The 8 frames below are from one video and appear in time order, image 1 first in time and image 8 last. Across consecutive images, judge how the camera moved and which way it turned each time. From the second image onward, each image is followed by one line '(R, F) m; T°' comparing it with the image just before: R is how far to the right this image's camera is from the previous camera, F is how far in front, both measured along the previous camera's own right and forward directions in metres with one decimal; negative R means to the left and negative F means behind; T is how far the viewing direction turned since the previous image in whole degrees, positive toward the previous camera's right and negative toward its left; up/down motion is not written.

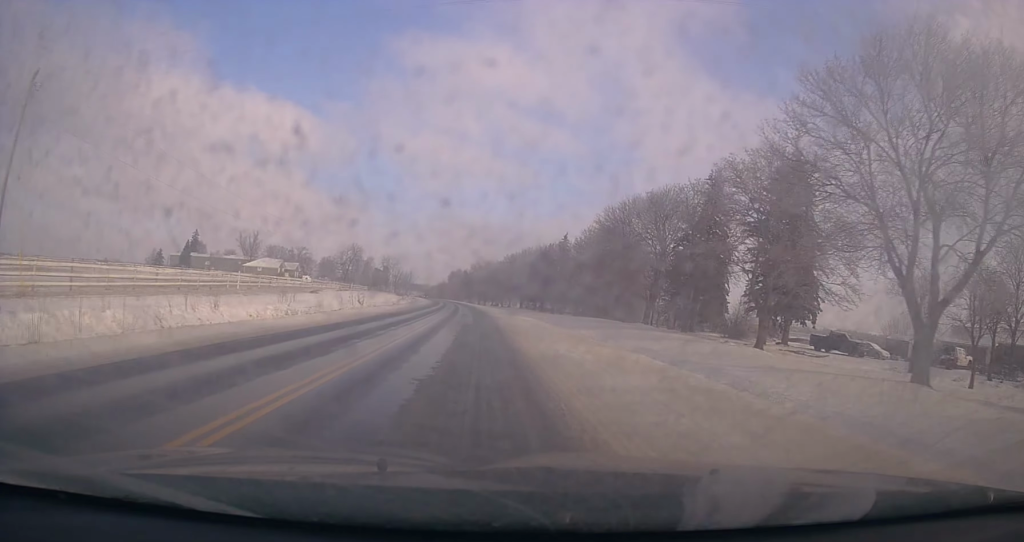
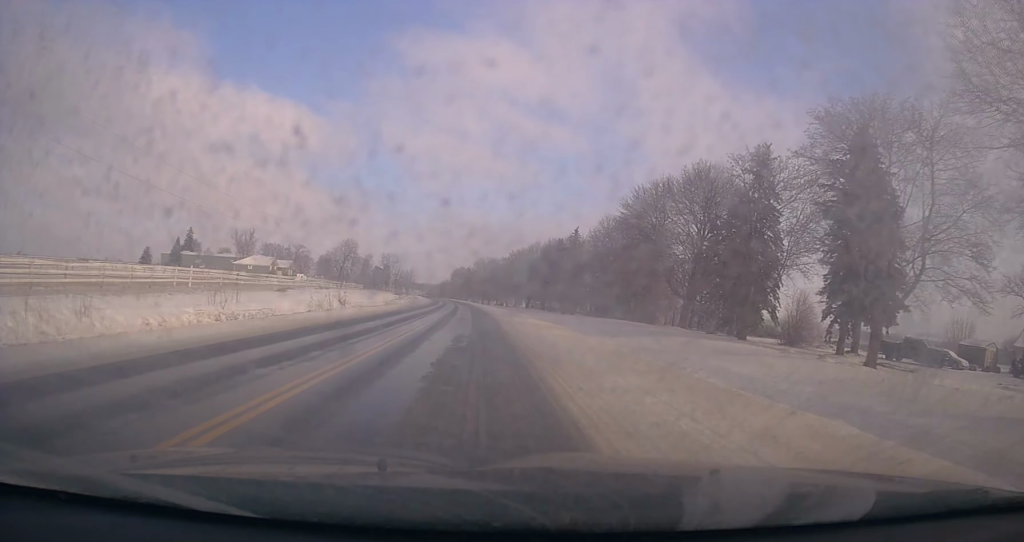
(0.0, +10.4) m; 0°
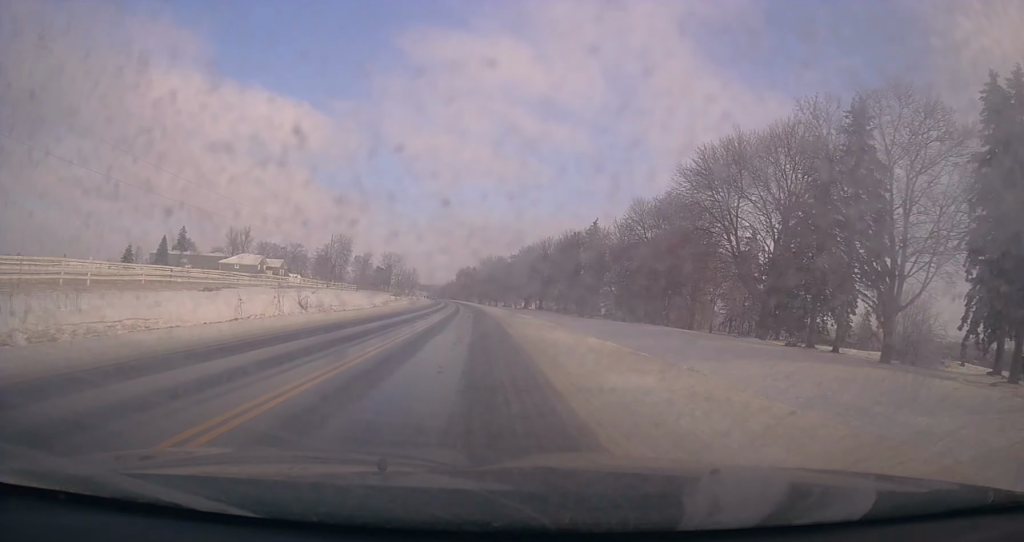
(0.0, +14.1) m; -1°
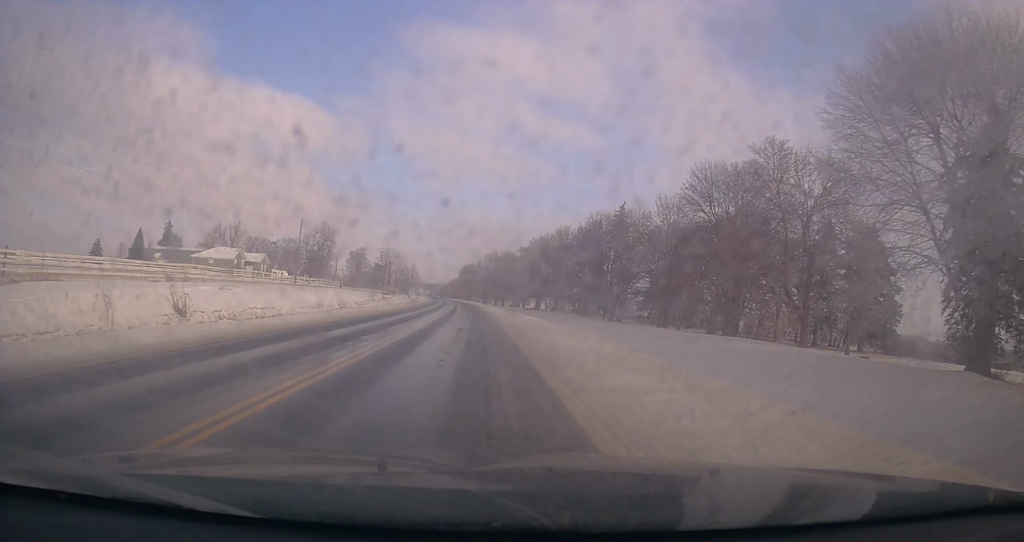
(-0.1, +18.5) m; -1°
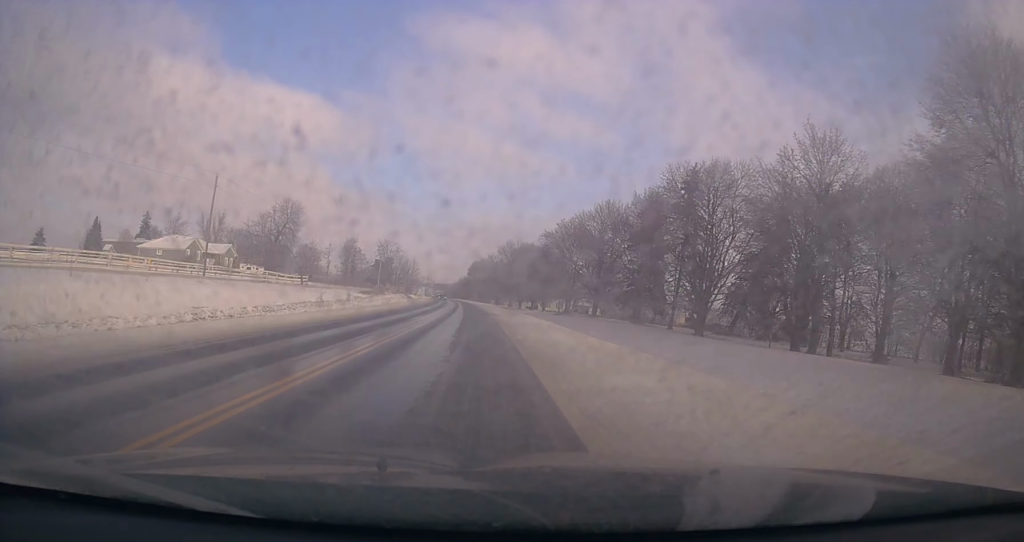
(-0.4, +29.9) m; -1°
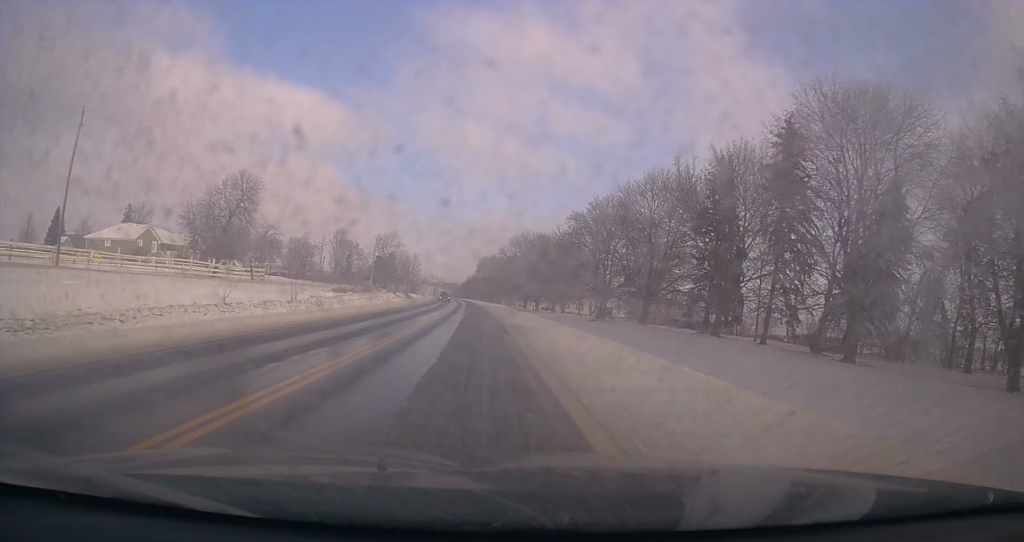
(-0.1, +21.4) m; 0°
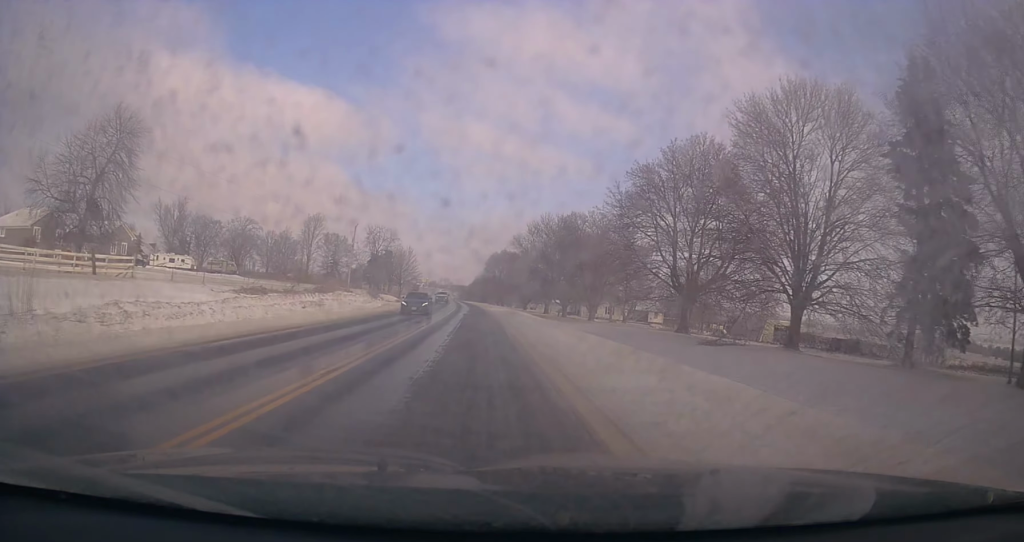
(-0.2, +28.4) m; -2°
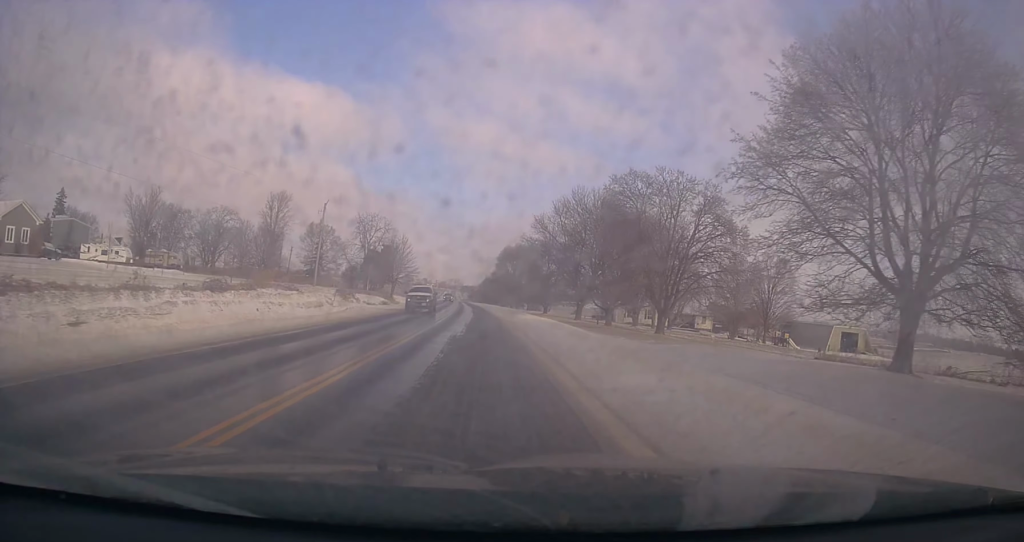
(-0.4, +25.0) m; -1°
